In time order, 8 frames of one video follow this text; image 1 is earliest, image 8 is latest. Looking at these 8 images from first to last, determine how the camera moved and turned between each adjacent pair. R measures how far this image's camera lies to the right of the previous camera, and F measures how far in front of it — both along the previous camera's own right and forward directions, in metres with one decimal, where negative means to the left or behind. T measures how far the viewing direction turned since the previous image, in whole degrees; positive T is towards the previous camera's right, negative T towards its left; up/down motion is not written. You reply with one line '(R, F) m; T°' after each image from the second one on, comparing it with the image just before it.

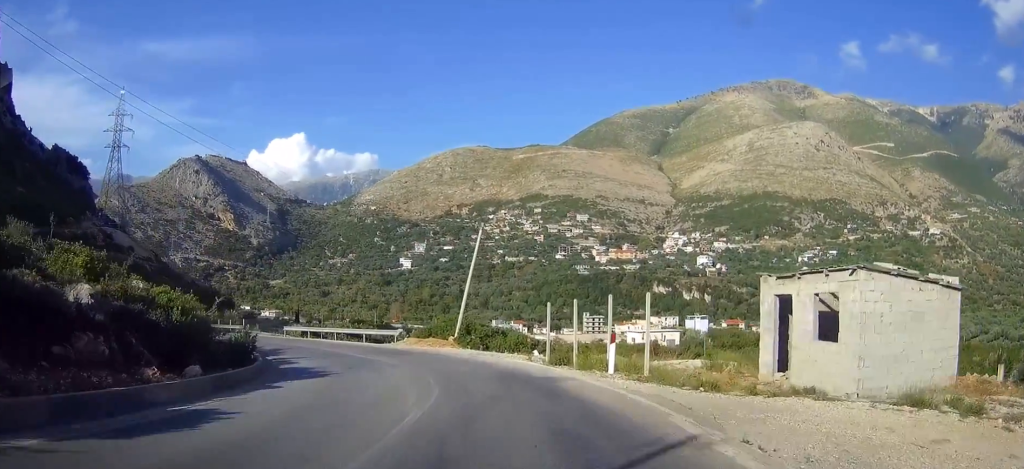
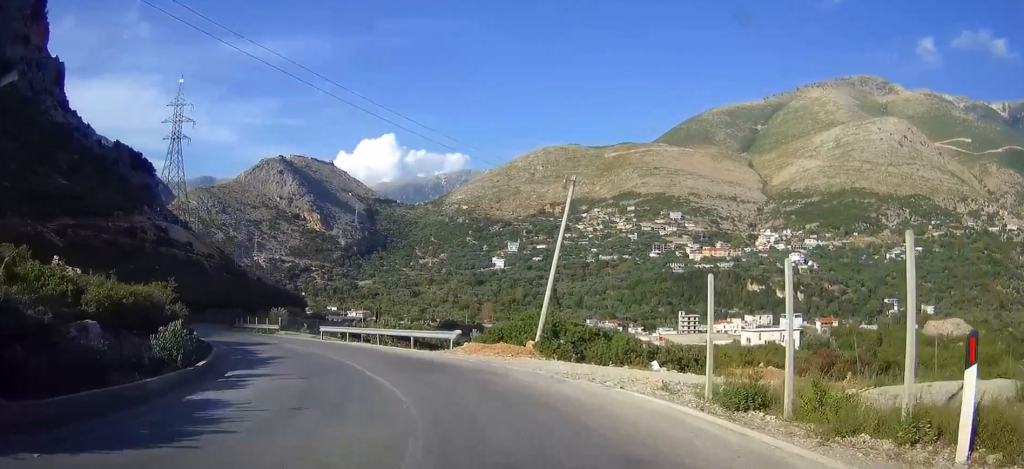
(-0.4, +12.3) m; -7°
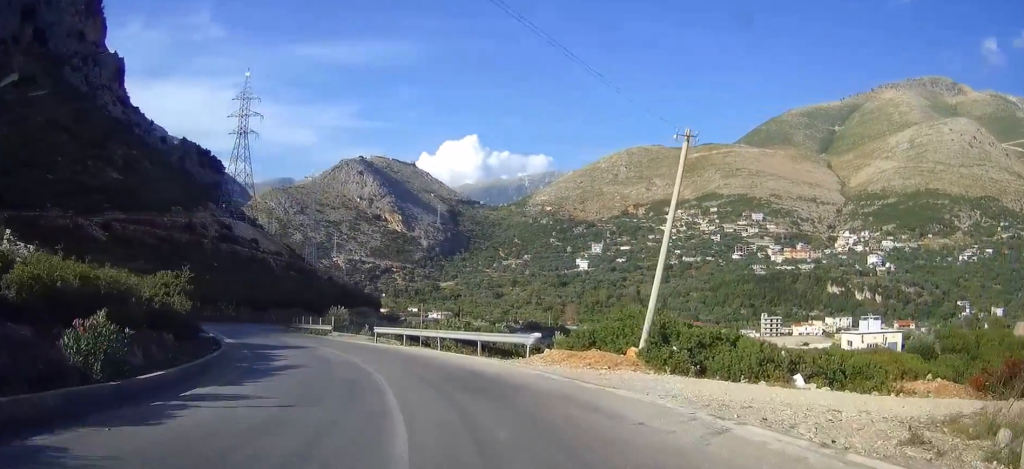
(0.0, +6.8) m; -6°
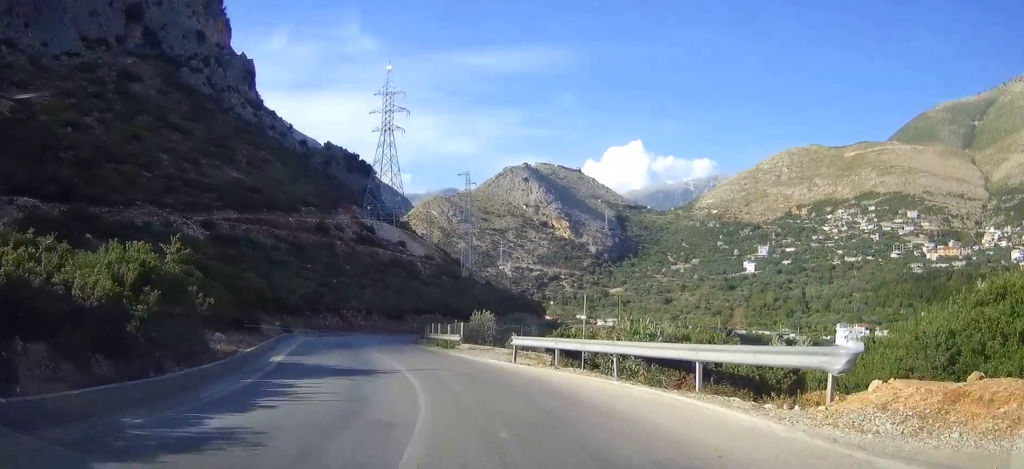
(-1.5, +12.7) m; -14°
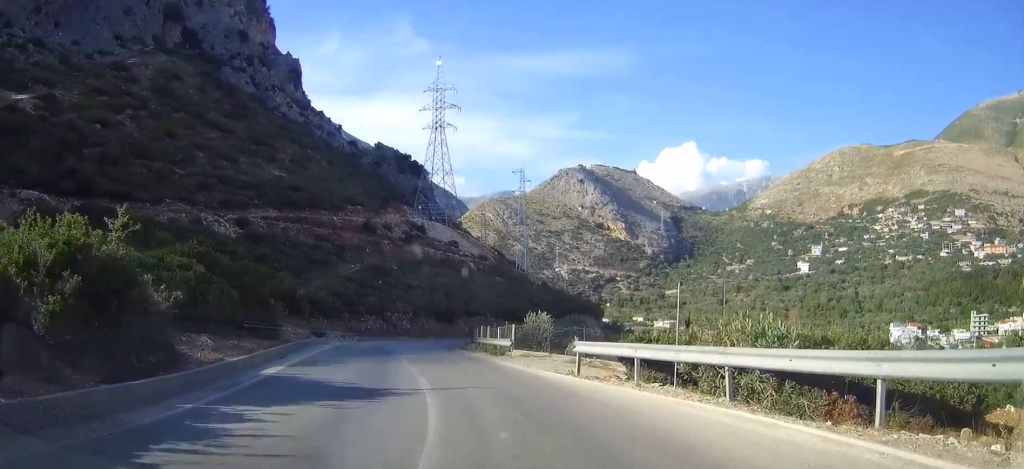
(-0.6, +4.9) m; -4°
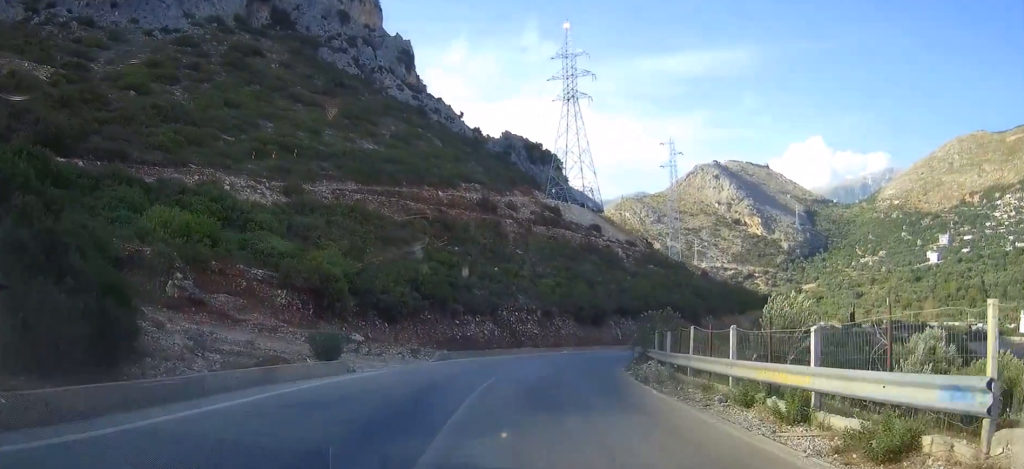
(-2.1, +22.0) m; -9°
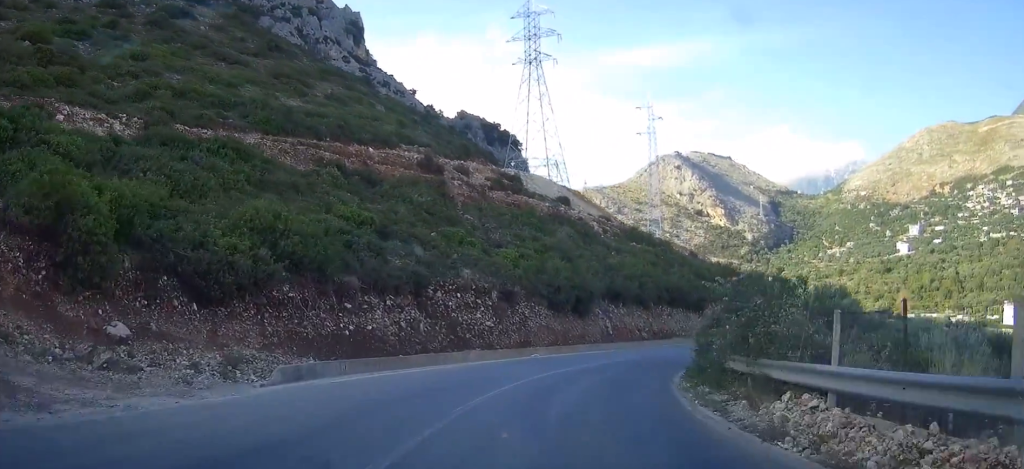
(-0.6, +16.4) m; 0°
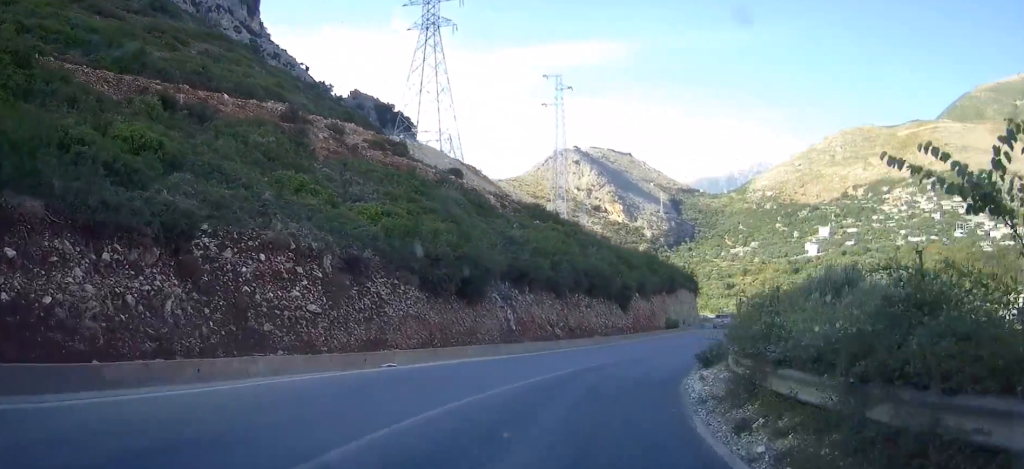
(+0.3, +12.6) m; +7°
